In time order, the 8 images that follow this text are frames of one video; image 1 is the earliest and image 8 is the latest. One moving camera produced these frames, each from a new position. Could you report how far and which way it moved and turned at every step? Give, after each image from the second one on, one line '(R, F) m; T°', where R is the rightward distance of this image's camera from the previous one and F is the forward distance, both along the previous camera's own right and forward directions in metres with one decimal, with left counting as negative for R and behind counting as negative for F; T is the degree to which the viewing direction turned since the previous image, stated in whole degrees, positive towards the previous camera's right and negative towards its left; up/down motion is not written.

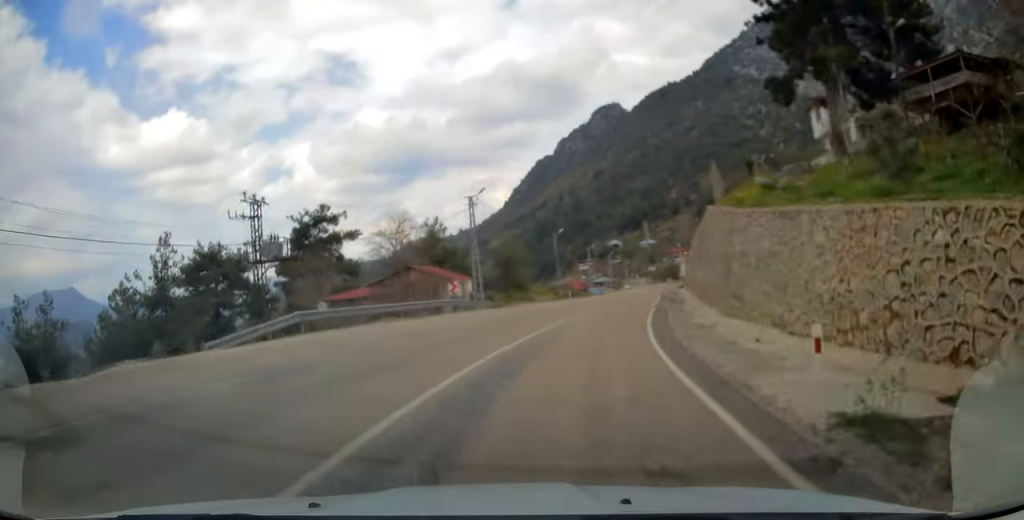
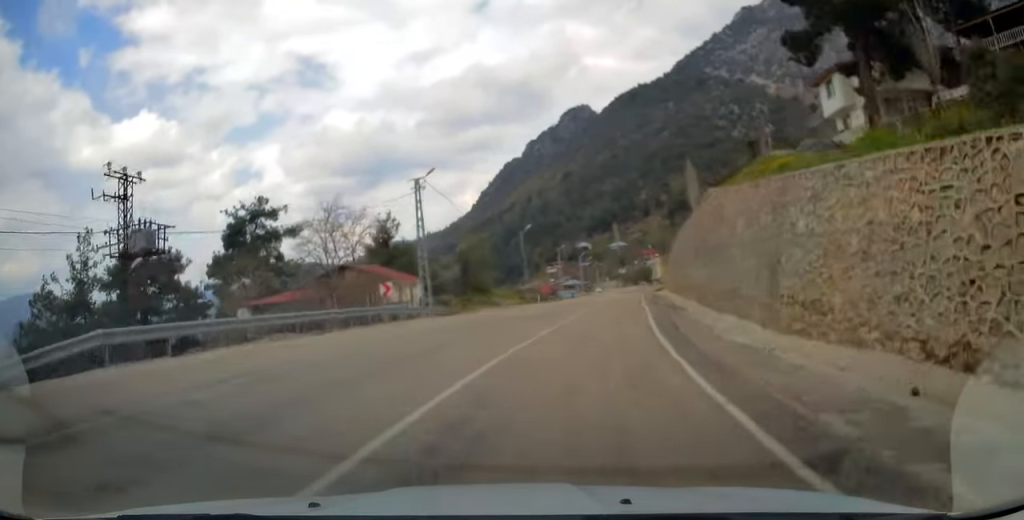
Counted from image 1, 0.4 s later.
(+0.2, +8.6) m; +4°
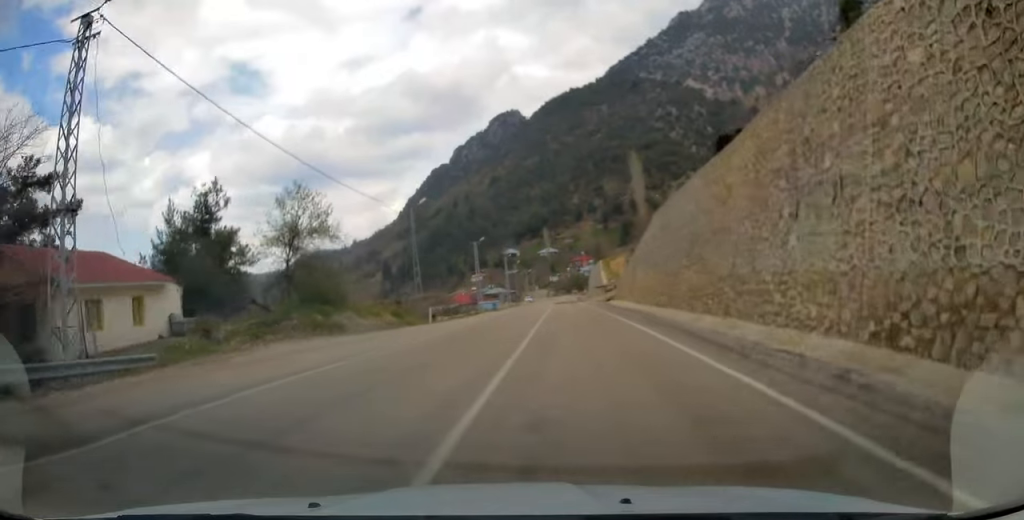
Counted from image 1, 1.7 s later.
(+1.5, +24.5) m; +5°
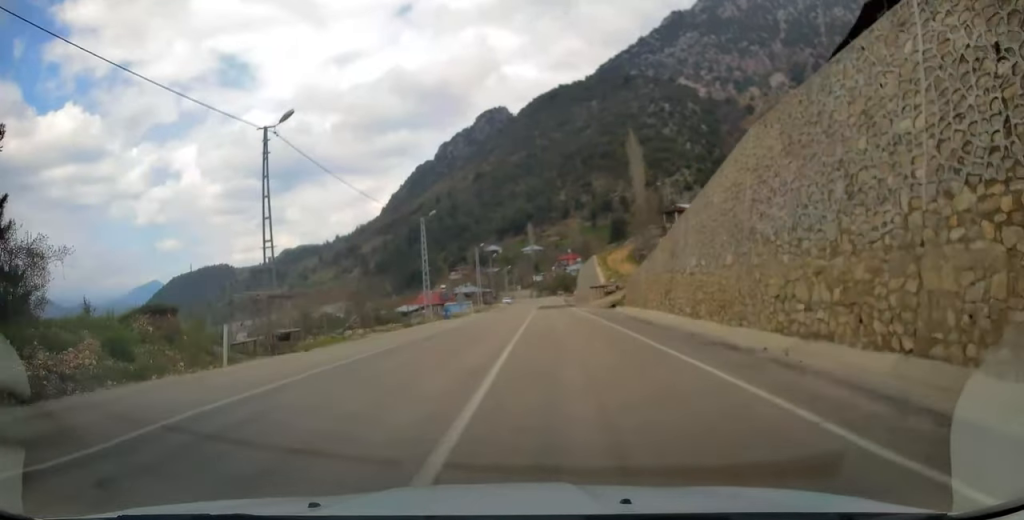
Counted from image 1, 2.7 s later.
(+0.6, +21.4) m; +1°
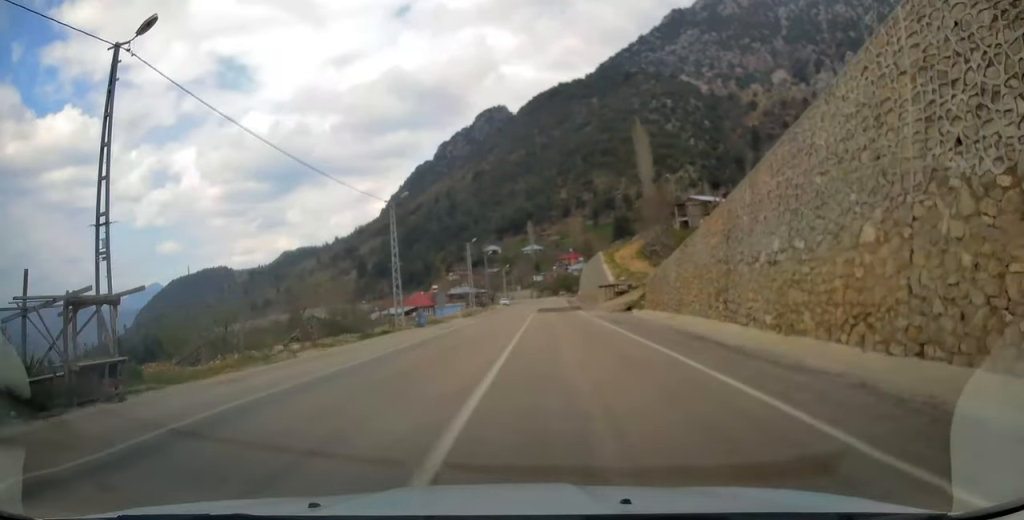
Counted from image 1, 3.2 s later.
(0.0, +9.6) m; 0°
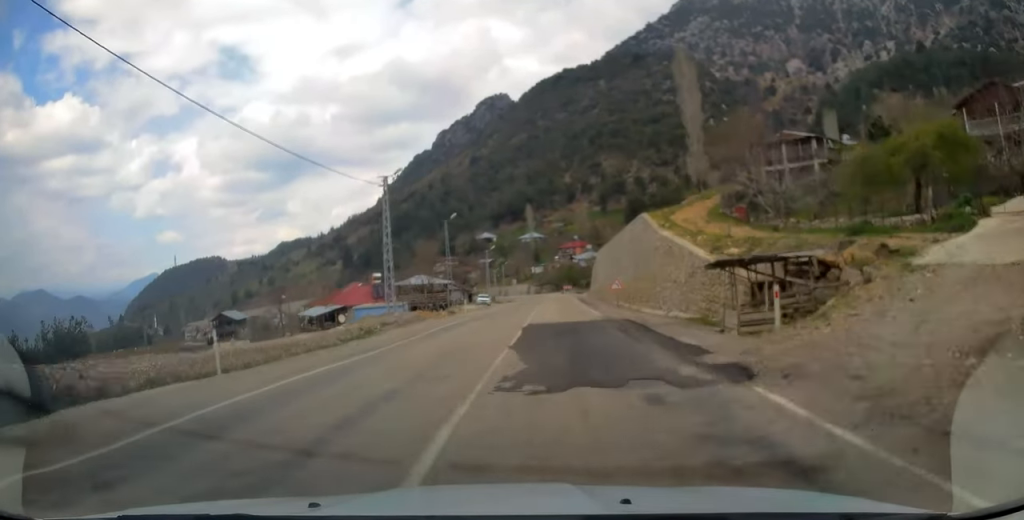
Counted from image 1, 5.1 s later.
(-0.3, +39.3) m; -1°
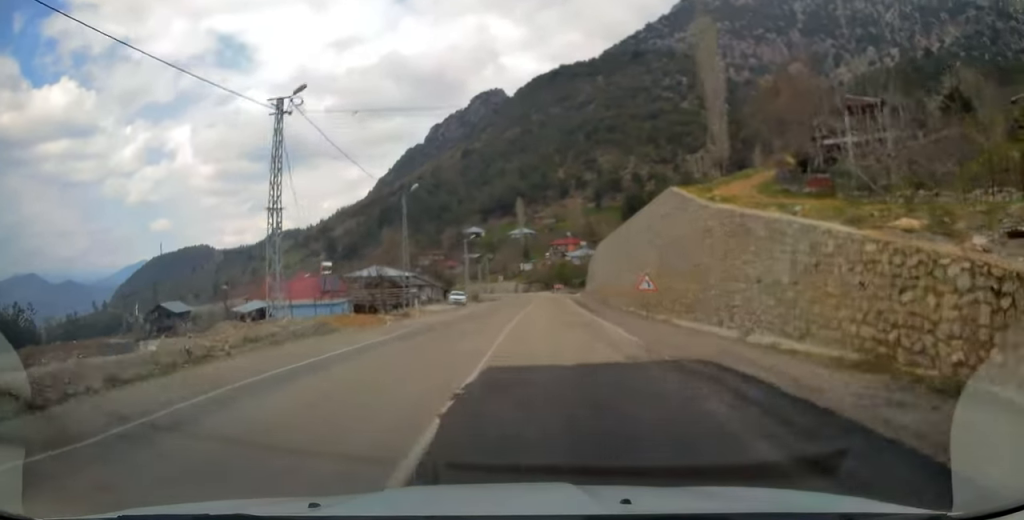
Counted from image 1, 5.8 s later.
(0.0, +14.5) m; 0°
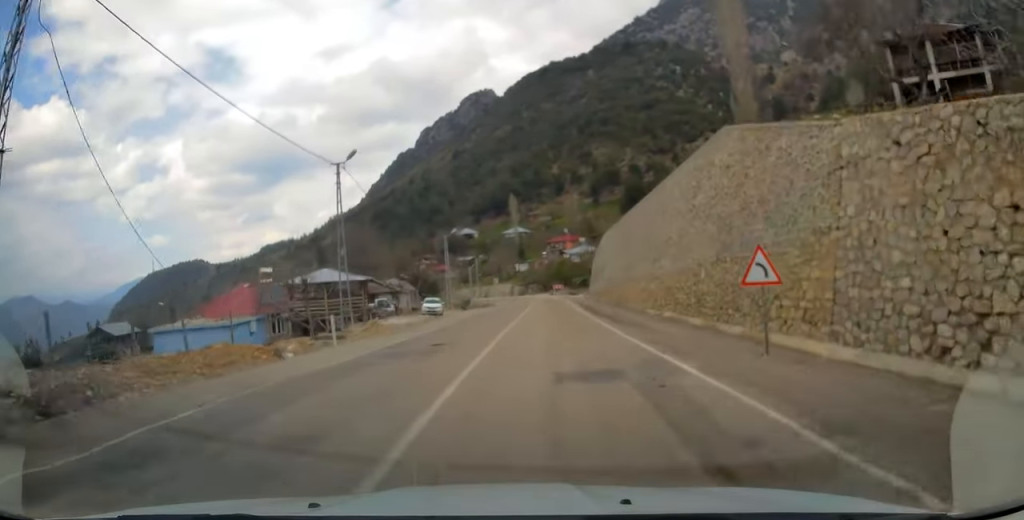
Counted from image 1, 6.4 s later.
(-0.2, +13.1) m; 0°
